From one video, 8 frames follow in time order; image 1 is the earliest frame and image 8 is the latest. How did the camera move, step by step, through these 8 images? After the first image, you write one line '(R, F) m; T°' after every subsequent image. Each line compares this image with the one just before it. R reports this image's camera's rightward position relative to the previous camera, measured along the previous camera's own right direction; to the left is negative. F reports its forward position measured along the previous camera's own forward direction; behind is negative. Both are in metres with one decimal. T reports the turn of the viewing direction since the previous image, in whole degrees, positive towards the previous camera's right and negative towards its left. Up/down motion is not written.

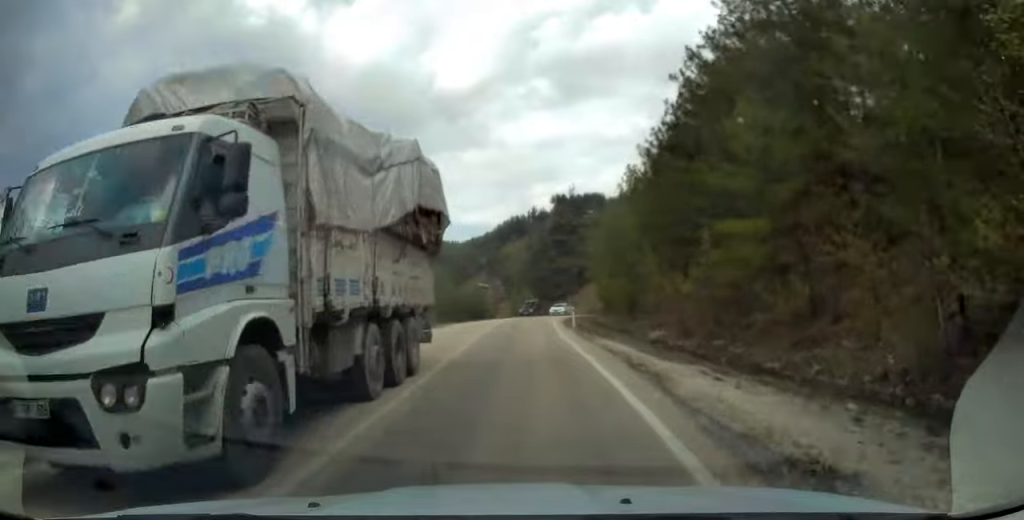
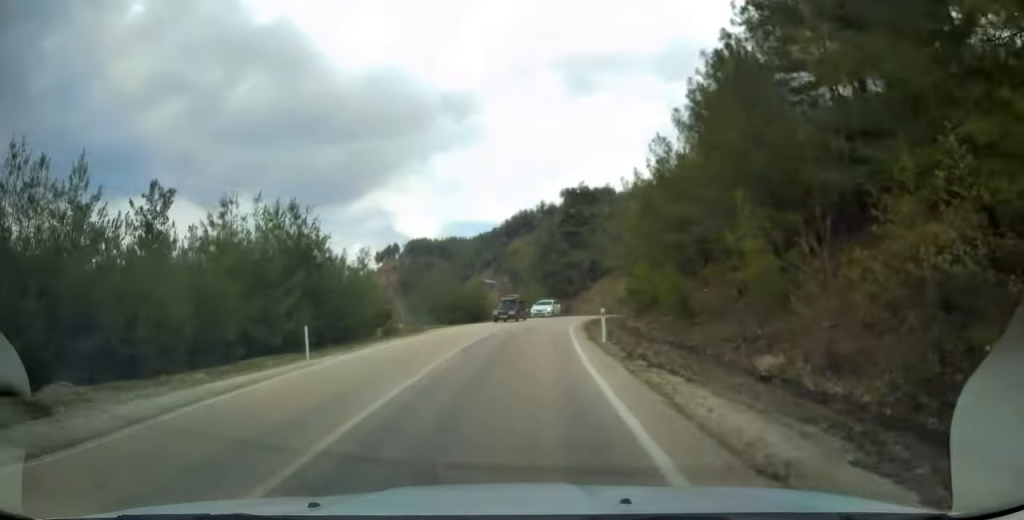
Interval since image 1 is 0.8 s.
(-0.2, +11.6) m; -1°
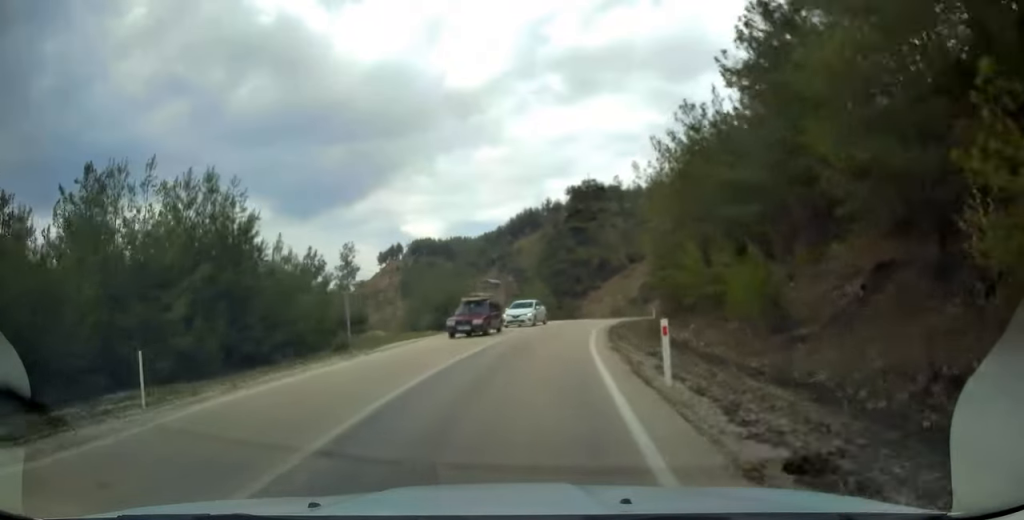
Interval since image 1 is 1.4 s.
(0.0, +8.7) m; 0°
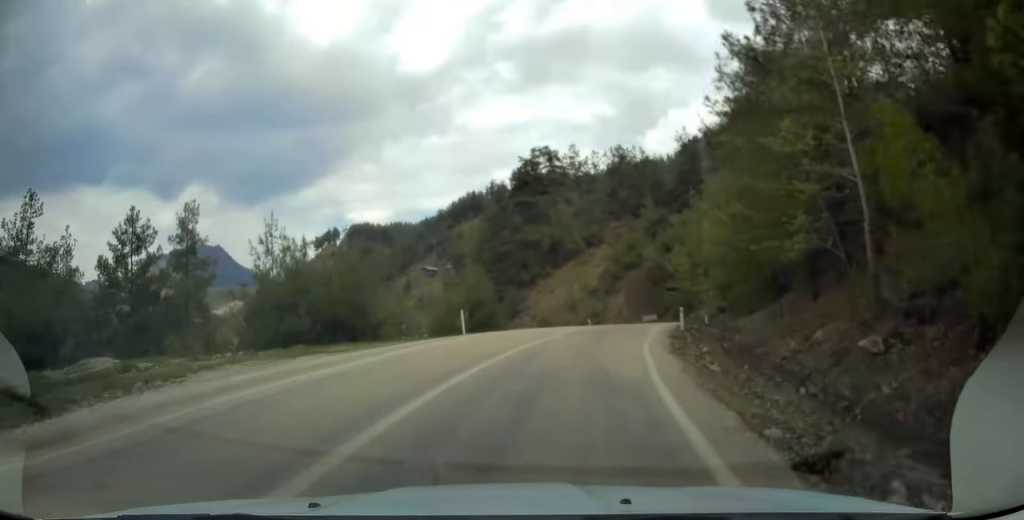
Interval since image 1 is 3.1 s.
(+0.3, +24.2) m; +4°
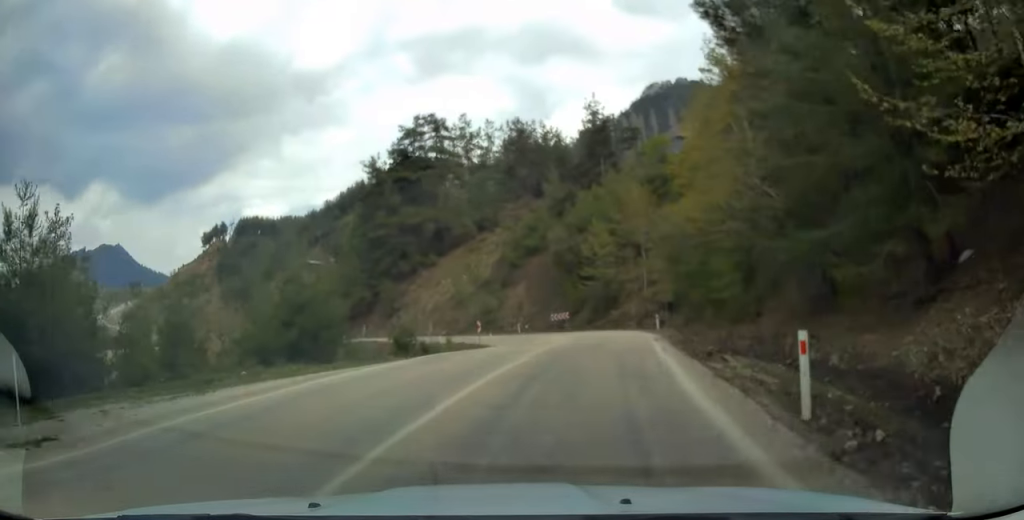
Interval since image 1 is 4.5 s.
(+1.7, +19.5) m; +10°
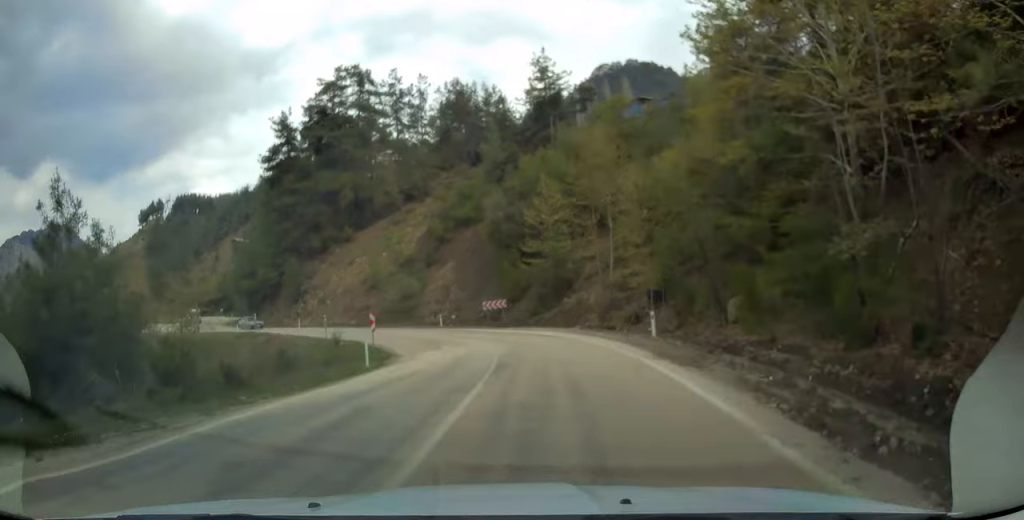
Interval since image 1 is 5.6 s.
(+1.1, +15.2) m; +6°
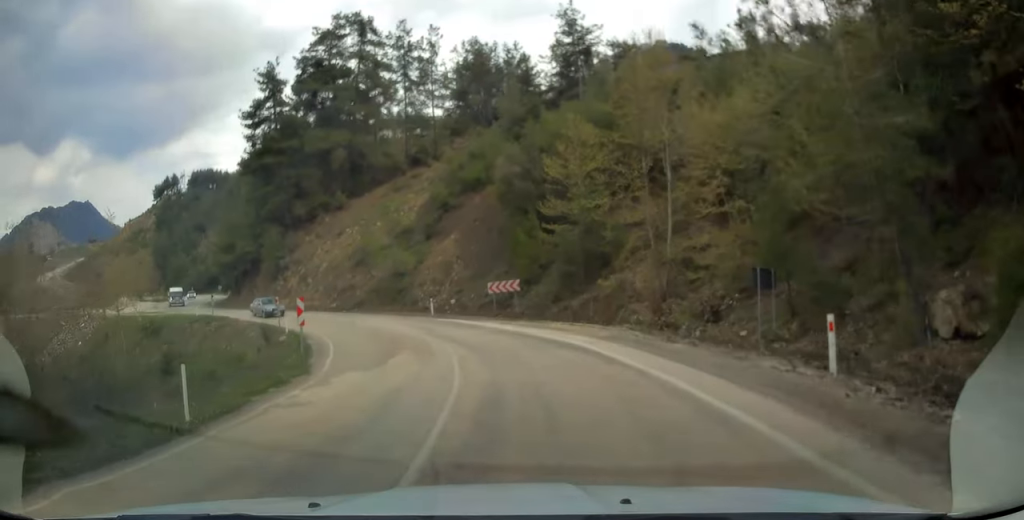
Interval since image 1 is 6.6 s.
(+0.2, +11.9) m; -1°
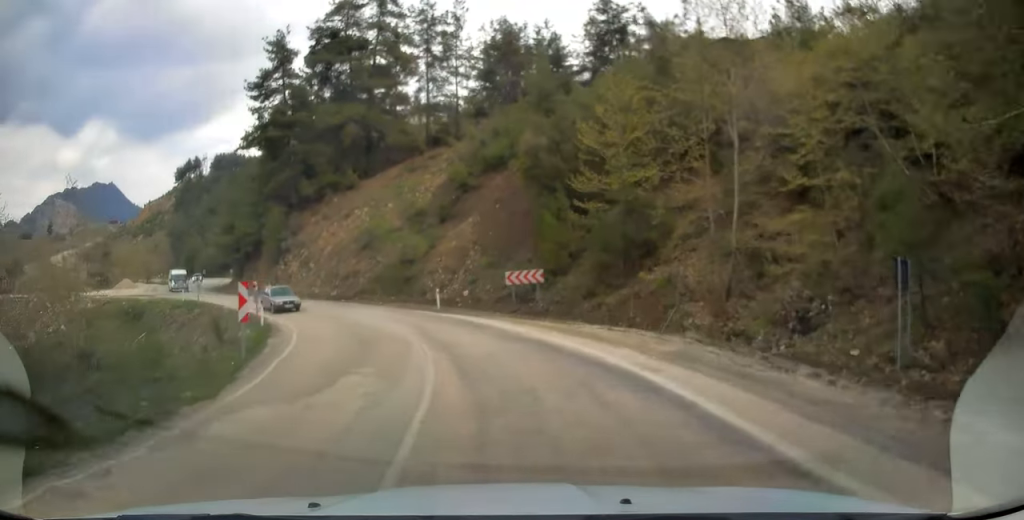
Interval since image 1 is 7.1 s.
(0.0, +5.5) m; -3°
